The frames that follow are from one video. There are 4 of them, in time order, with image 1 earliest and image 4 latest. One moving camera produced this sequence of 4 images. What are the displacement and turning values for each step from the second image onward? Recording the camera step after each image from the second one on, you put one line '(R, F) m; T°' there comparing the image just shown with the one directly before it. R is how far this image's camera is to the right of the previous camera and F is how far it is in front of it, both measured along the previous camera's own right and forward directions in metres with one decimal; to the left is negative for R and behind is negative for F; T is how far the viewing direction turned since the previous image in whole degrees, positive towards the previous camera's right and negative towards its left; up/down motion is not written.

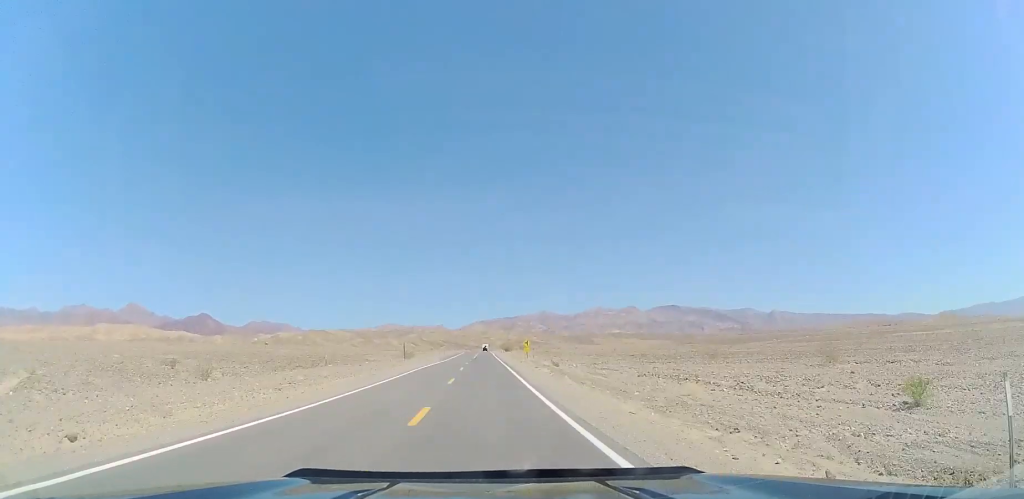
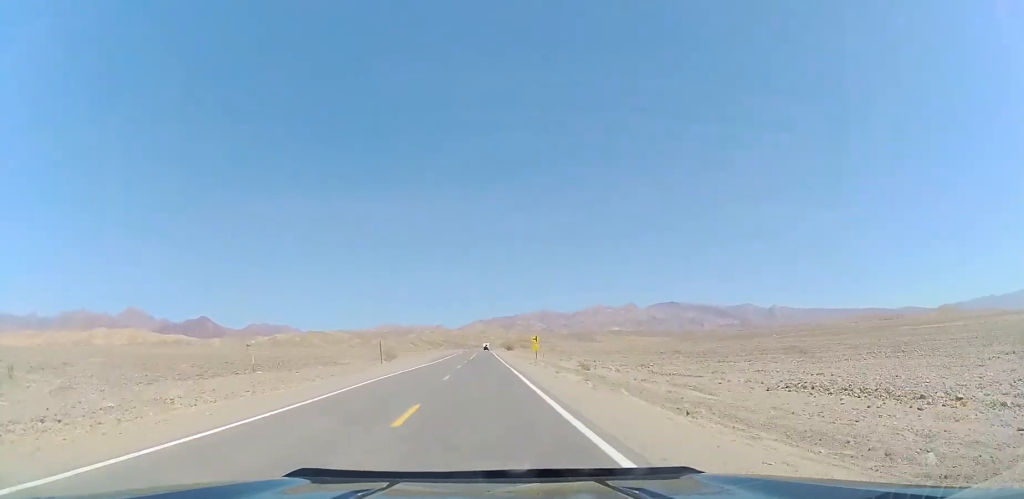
(0.0, +15.6) m; 0°
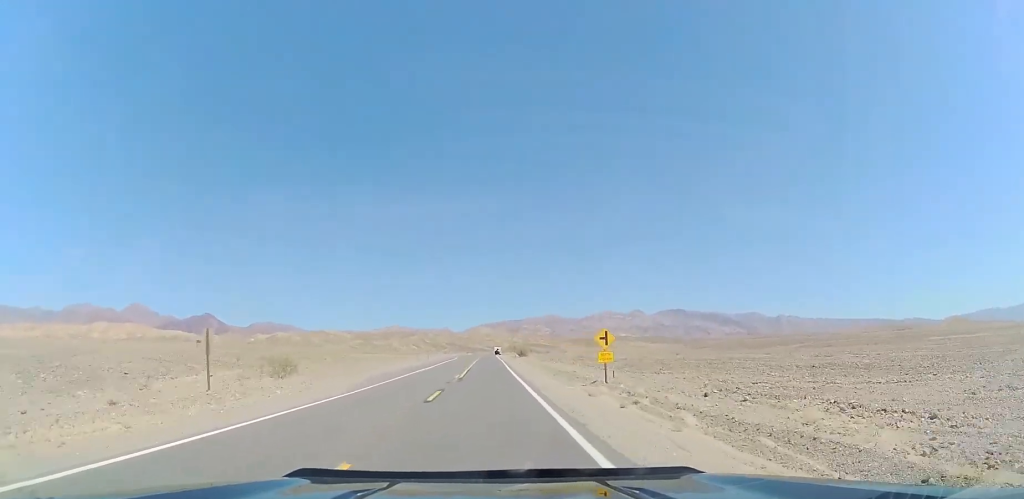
(-0.1, +36.5) m; -1°
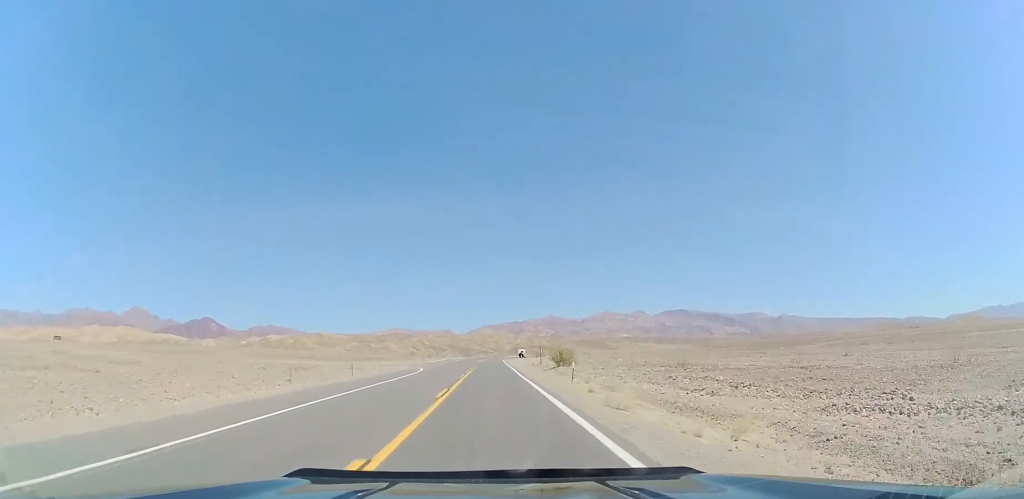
(-0.3, +58.4) m; 0°
